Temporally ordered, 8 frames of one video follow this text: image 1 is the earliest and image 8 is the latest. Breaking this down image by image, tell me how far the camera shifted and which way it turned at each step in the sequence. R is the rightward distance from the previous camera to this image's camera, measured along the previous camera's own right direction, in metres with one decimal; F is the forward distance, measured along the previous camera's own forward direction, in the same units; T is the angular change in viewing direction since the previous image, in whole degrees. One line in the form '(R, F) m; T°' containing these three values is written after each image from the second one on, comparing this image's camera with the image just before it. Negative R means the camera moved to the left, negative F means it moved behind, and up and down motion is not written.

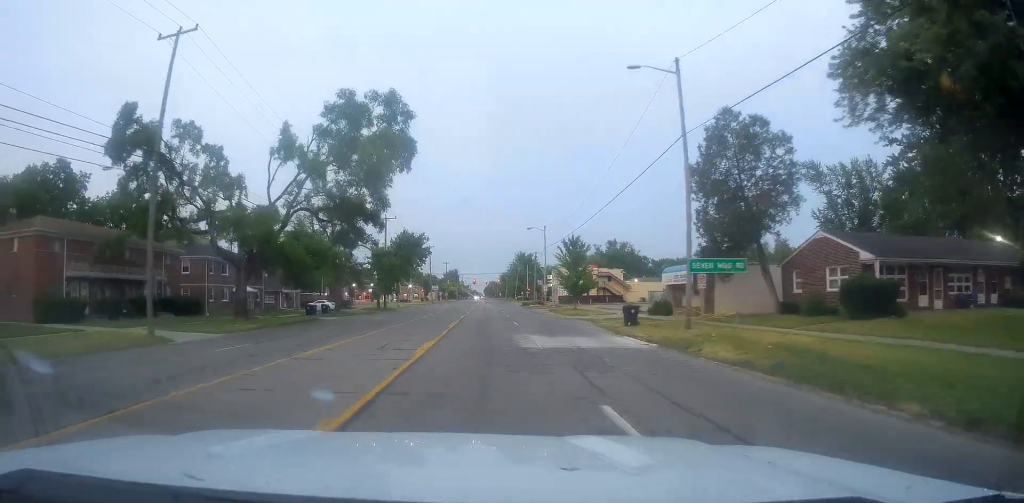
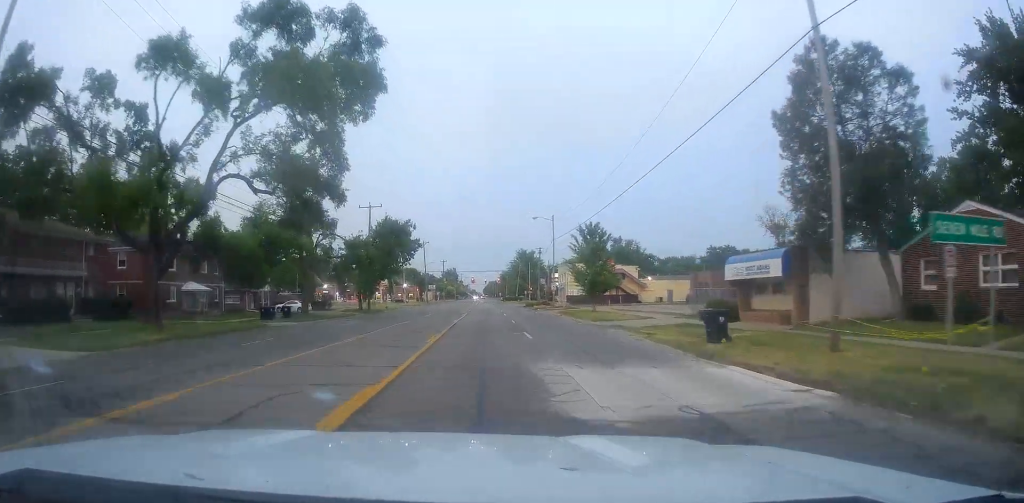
(0.0, +11.8) m; -1°
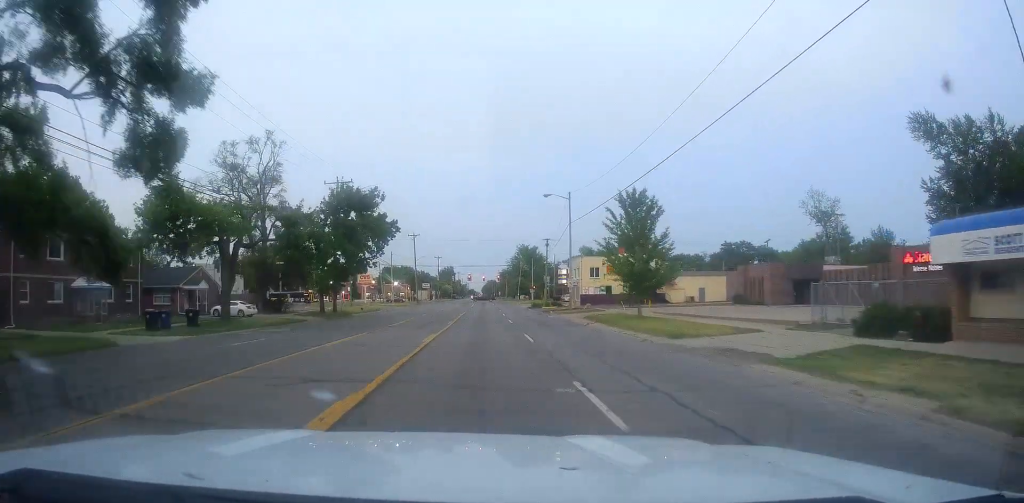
(-0.2, +16.6) m; -1°
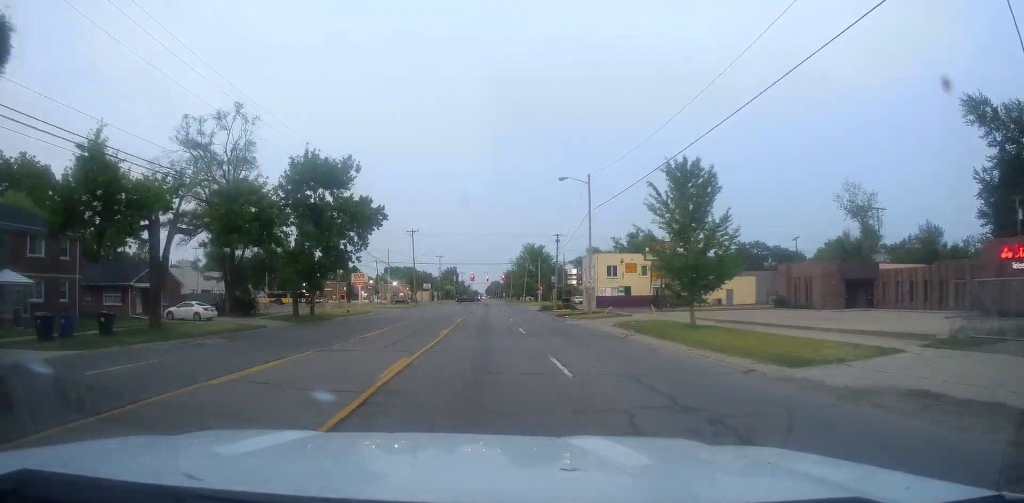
(-0.2, +9.2) m; 0°
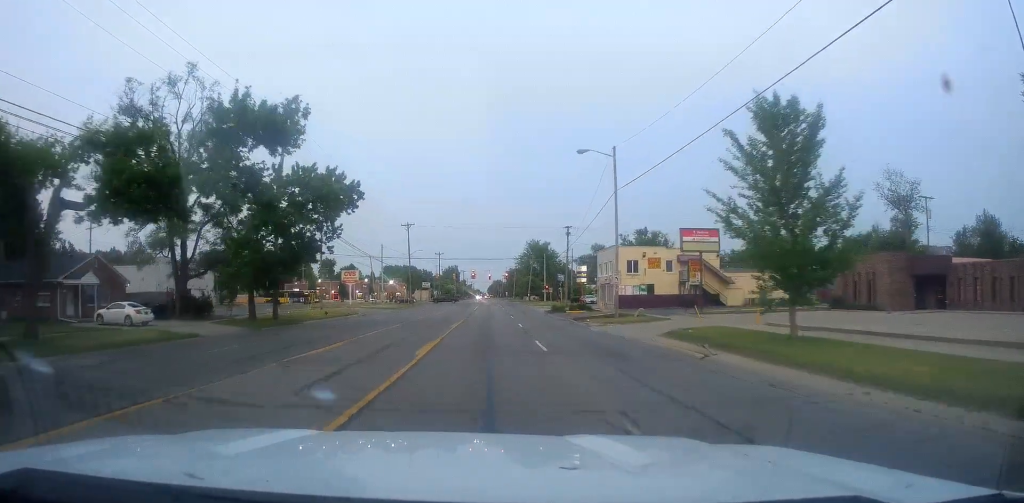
(+0.2, +9.7) m; +1°
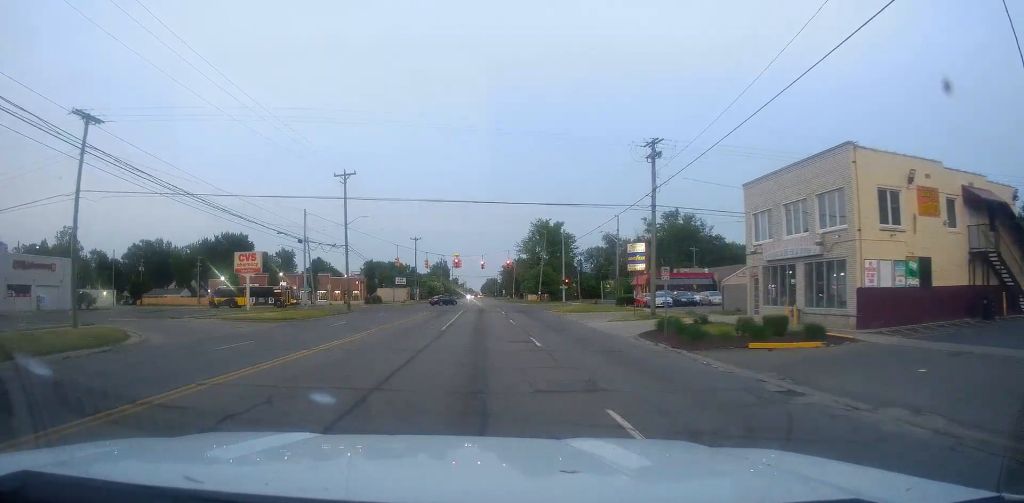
(+0.5, +45.8) m; -2°
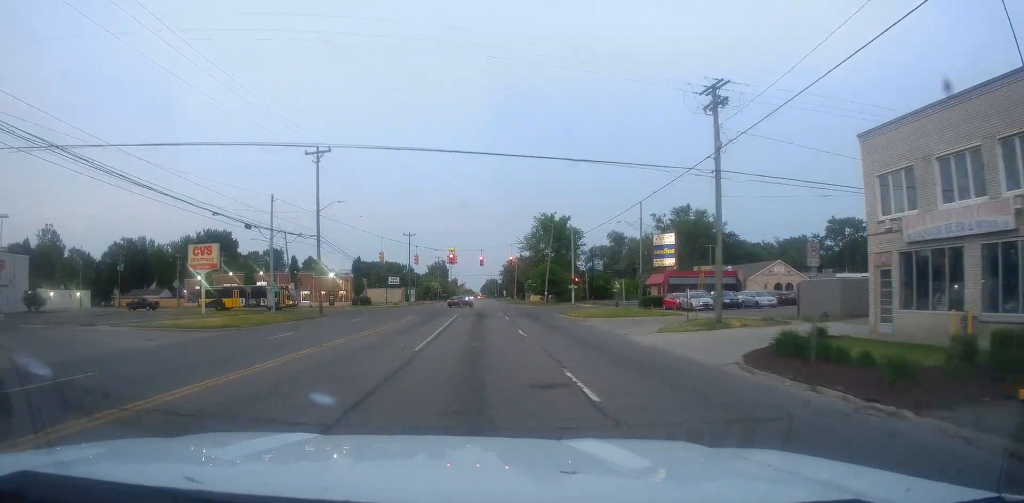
(-0.6, +11.9) m; 0°
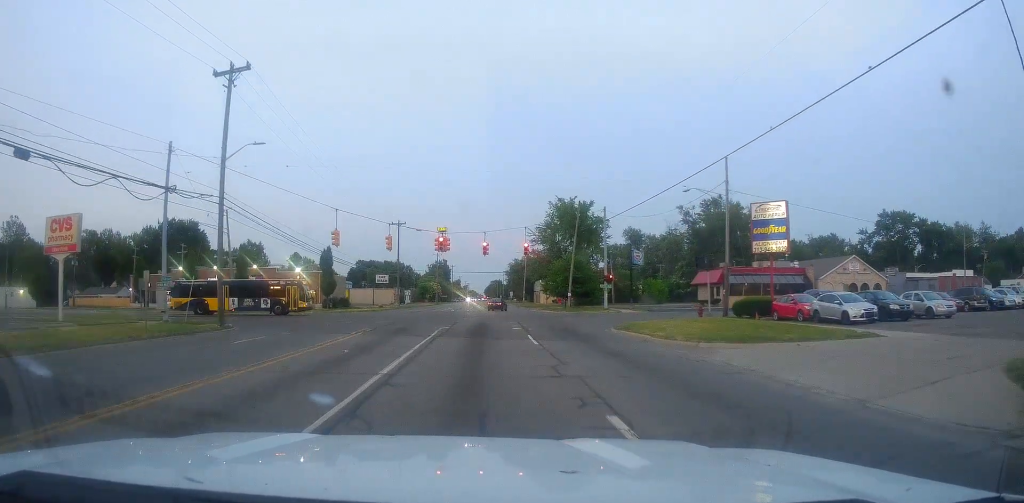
(+0.8, +25.1) m; +3°
